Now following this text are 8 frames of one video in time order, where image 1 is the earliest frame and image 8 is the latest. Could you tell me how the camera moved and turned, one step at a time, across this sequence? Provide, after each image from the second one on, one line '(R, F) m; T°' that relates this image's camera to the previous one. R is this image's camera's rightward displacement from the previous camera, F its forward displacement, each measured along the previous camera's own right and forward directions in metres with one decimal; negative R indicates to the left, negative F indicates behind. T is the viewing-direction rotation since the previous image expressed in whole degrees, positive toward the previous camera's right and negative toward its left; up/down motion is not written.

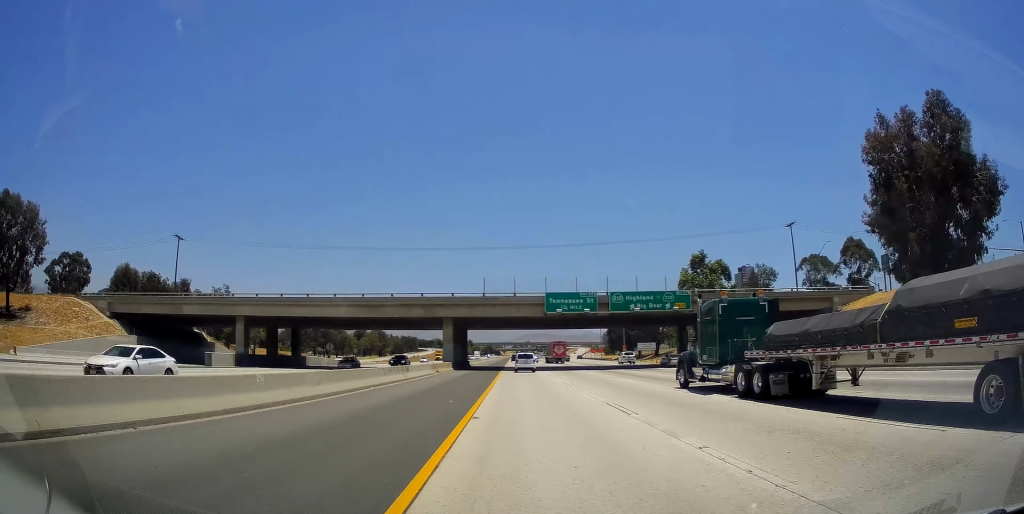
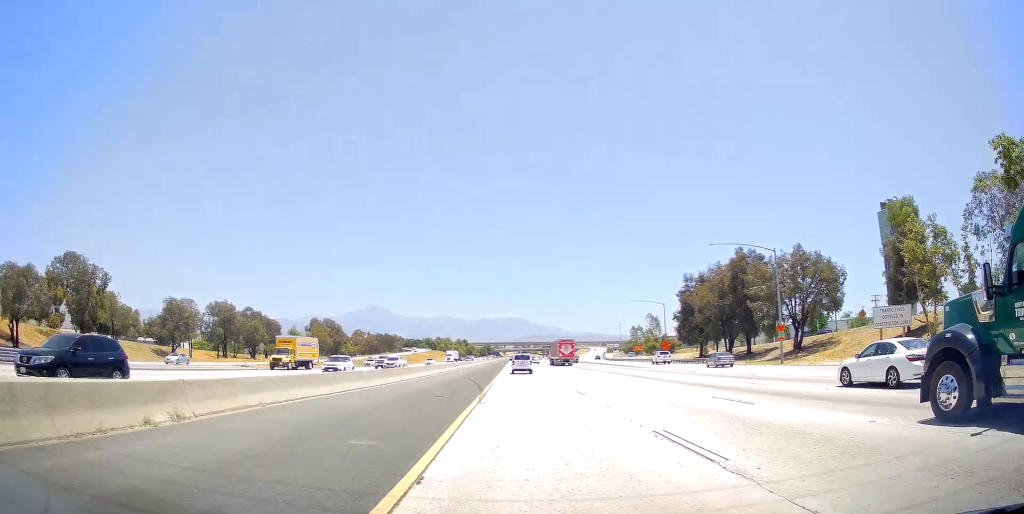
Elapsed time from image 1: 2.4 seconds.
(-0.9, +79.2) m; -1°
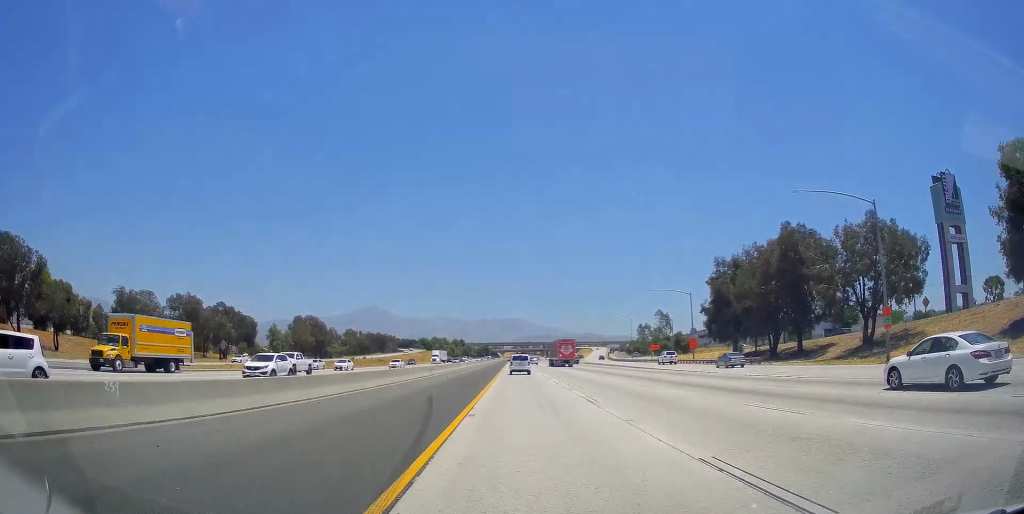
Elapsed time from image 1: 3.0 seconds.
(+0.2, +17.8) m; 0°
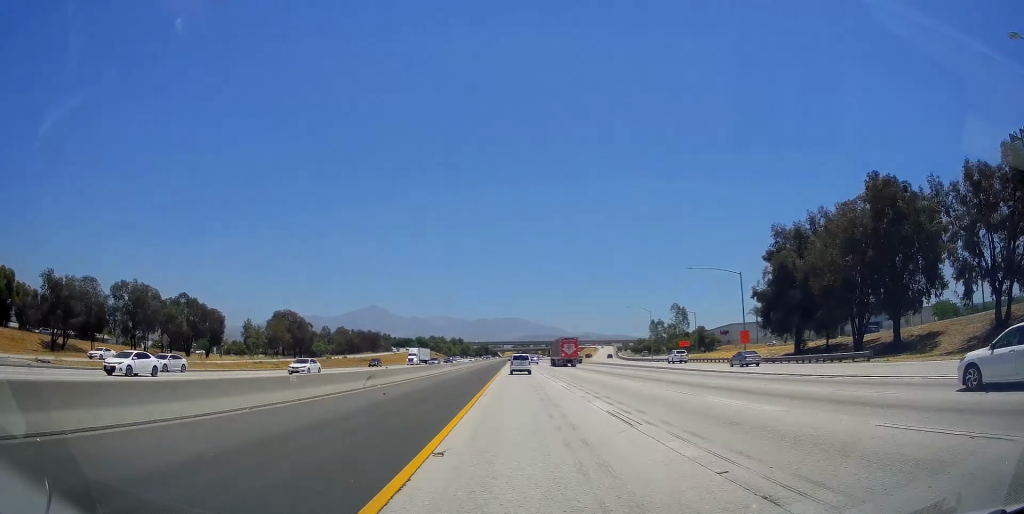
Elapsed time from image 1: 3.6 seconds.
(+0.1, +20.6) m; +1°
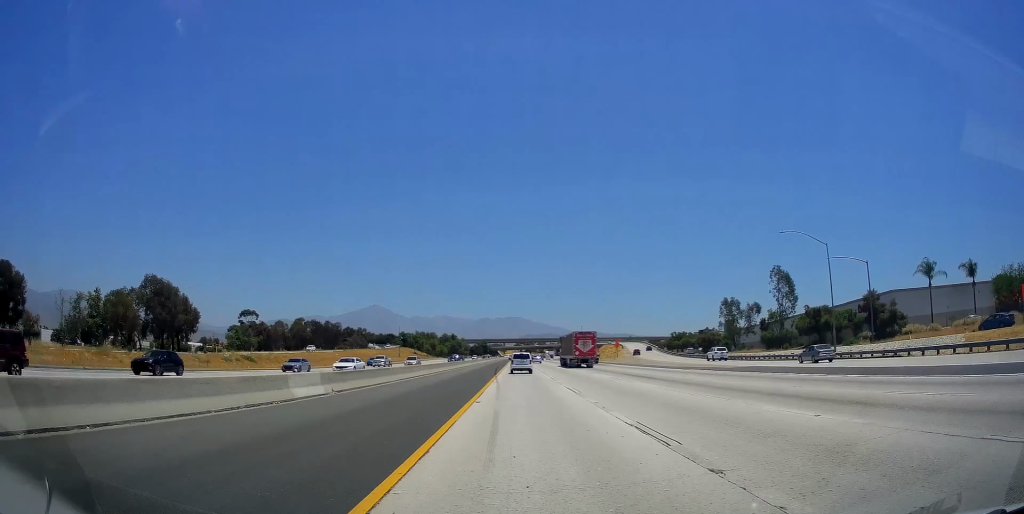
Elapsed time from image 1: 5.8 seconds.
(+0.3, +76.8) m; 0°
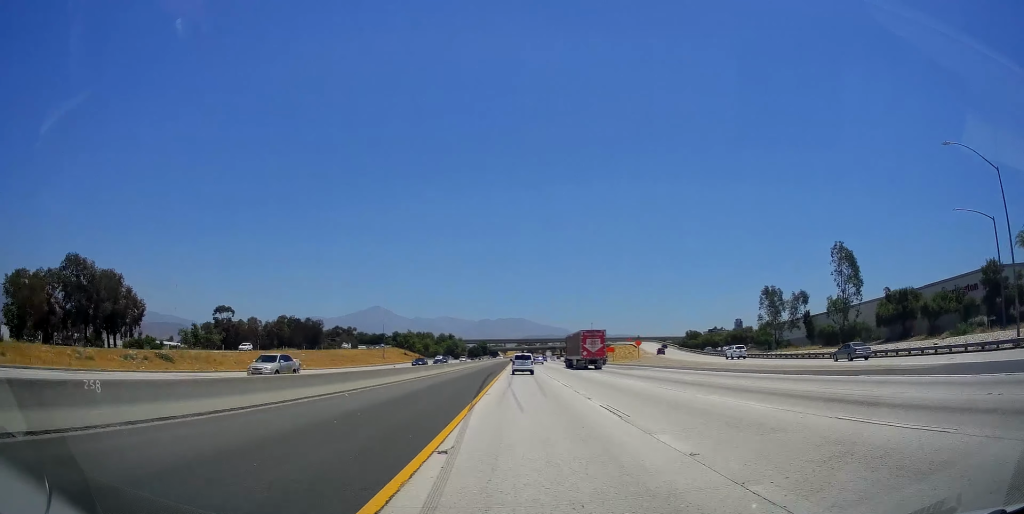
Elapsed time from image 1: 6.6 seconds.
(-0.1, +24.5) m; 0°
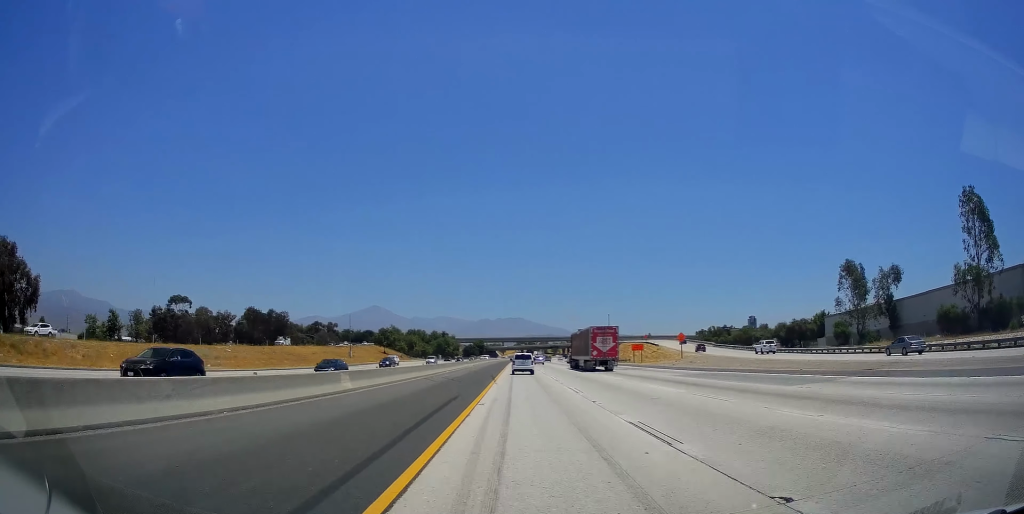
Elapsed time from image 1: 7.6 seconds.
(0.0, +32.3) m; 0°
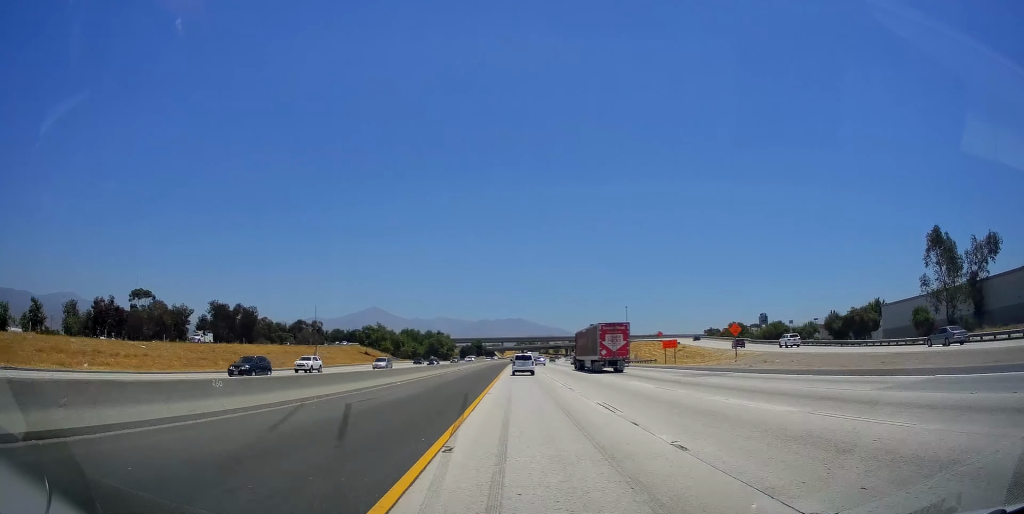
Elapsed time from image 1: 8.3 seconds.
(0.0, +23.3) m; 0°
